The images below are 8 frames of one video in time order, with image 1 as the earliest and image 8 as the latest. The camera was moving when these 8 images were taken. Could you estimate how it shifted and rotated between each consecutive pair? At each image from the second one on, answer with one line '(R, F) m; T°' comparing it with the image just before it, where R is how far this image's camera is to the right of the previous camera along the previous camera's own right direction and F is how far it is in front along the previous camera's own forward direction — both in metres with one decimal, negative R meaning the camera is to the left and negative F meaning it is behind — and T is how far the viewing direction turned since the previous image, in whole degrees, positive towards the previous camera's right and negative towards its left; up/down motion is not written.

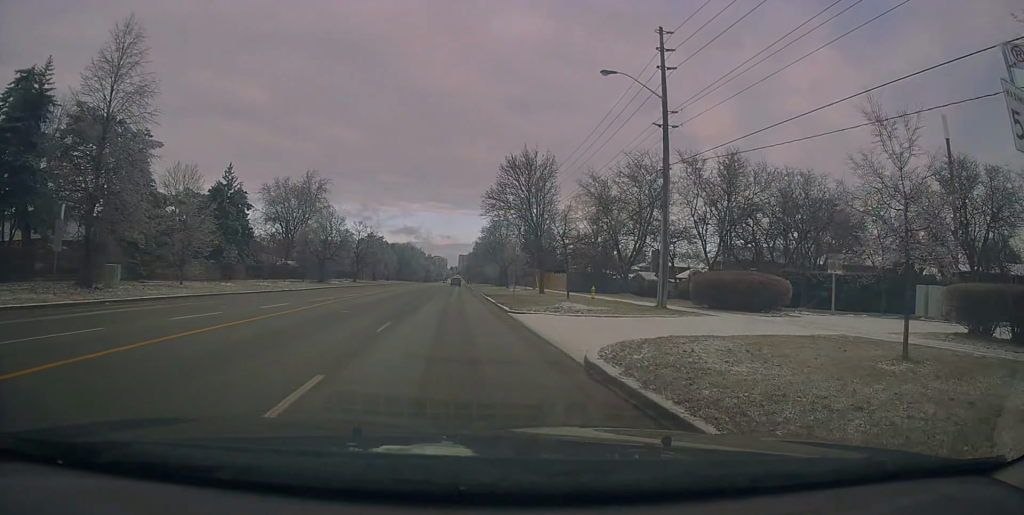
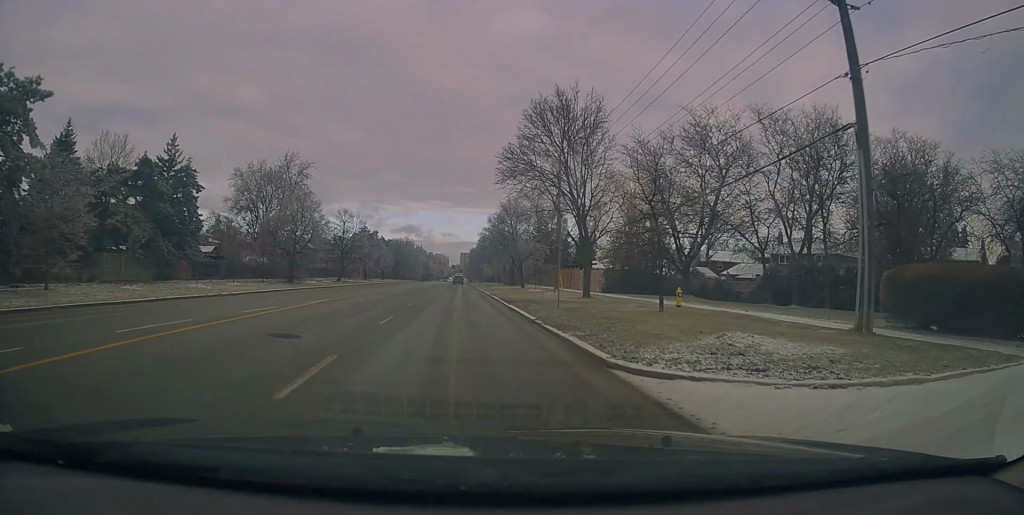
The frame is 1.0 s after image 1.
(-0.7, +13.9) m; -1°
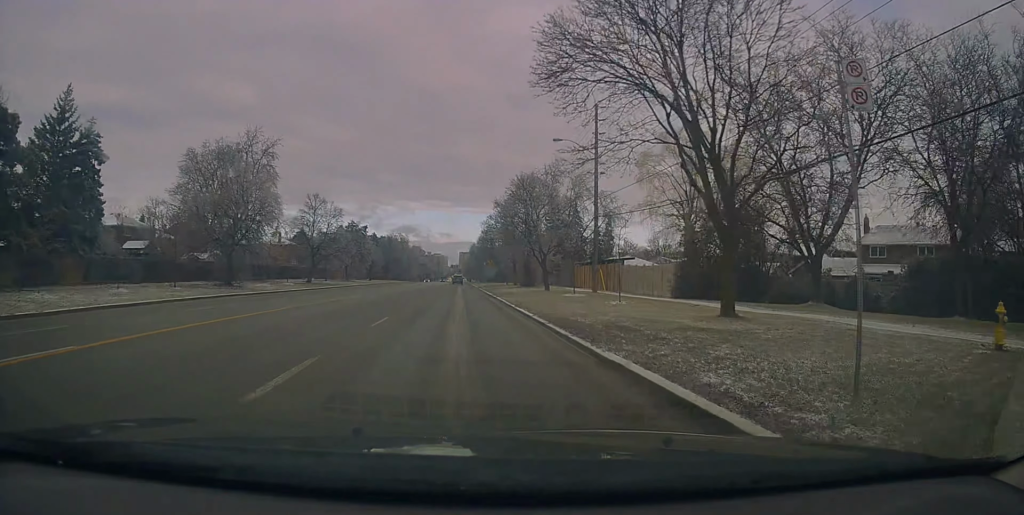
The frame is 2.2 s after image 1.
(+0.6, +16.4) m; +1°
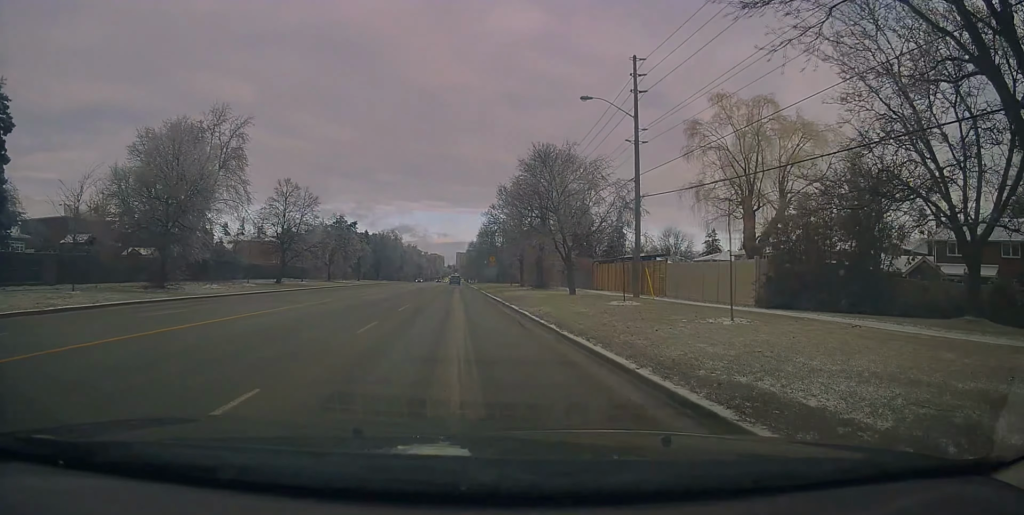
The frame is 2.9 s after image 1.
(-0.2, +10.6) m; -1°
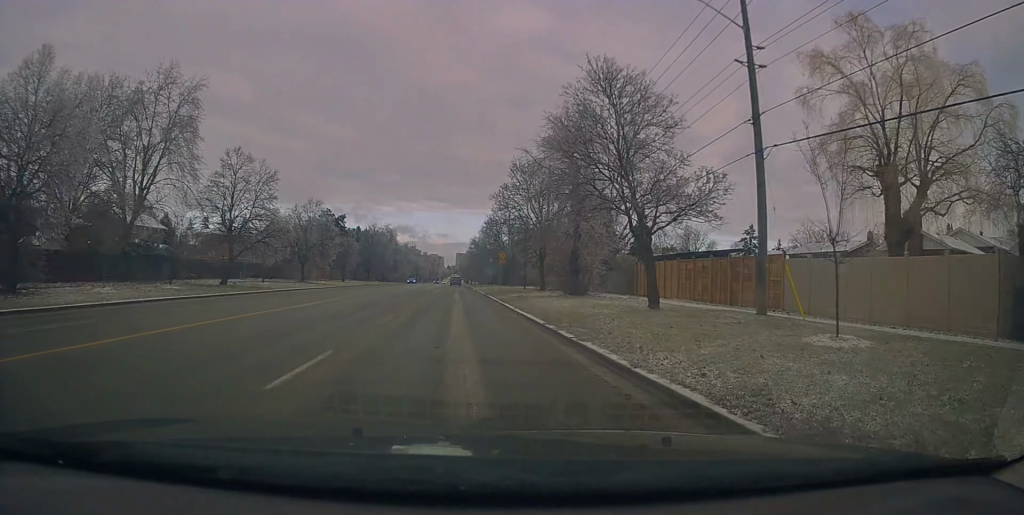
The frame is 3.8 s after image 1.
(-0.1, +13.5) m; 0°
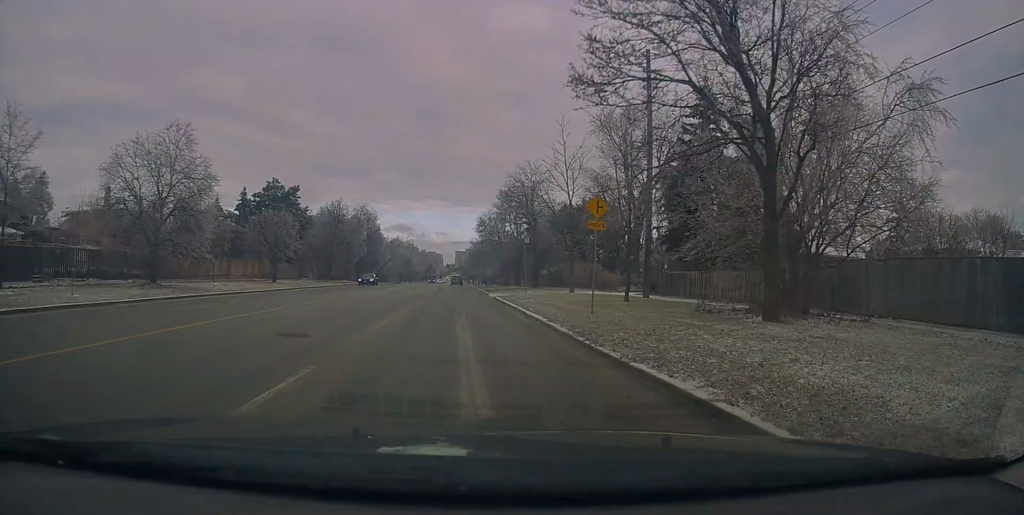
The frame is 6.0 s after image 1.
(+0.3, +34.7) m; +1°
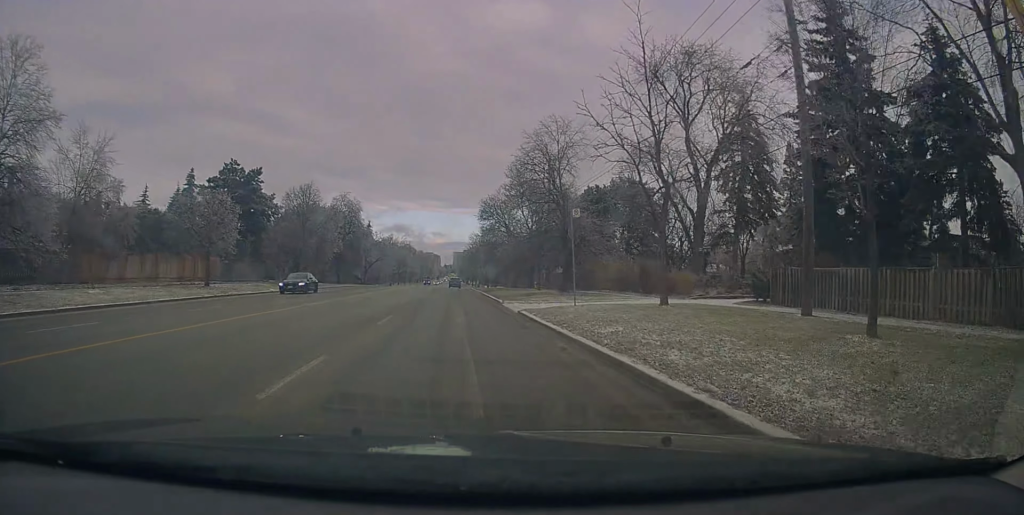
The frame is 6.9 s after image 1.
(0.0, +15.9) m; 0°
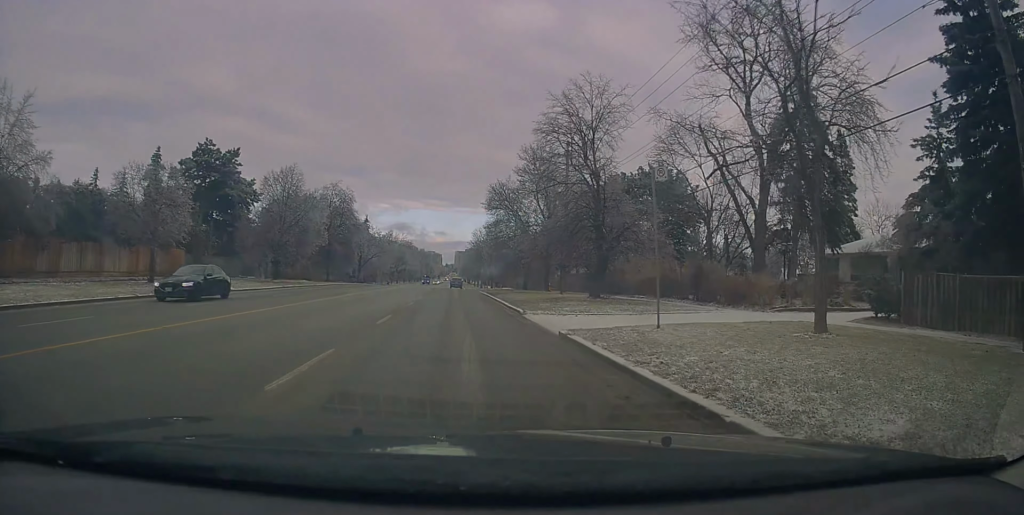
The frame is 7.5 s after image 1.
(0.0, +8.4) m; 0°
